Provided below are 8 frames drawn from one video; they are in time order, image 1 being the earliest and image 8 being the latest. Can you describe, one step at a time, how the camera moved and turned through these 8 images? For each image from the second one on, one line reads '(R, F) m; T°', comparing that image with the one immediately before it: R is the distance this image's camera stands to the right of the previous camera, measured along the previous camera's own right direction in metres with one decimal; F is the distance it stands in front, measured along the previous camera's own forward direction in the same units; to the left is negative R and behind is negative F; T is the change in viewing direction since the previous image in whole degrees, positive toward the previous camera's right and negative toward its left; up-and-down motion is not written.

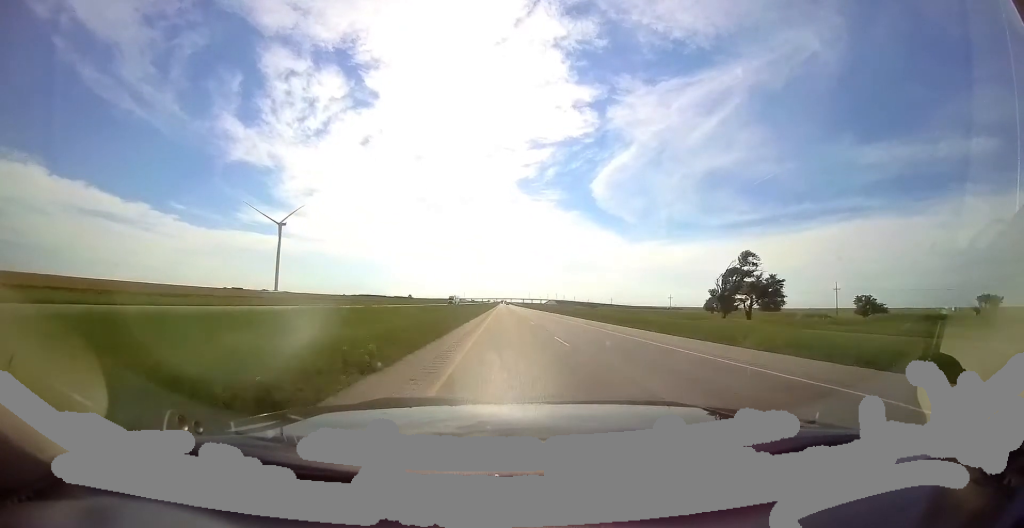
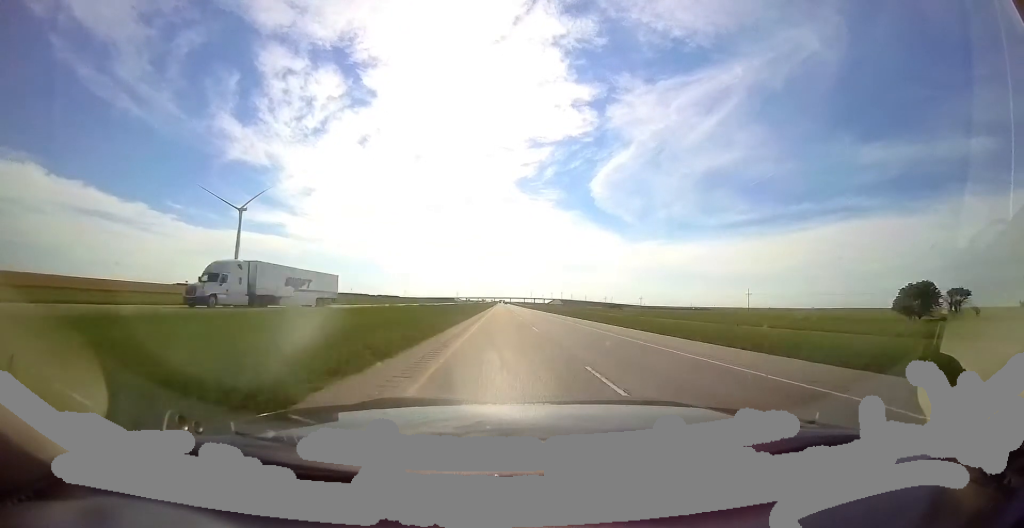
(+0.8, +68.0) m; +1°
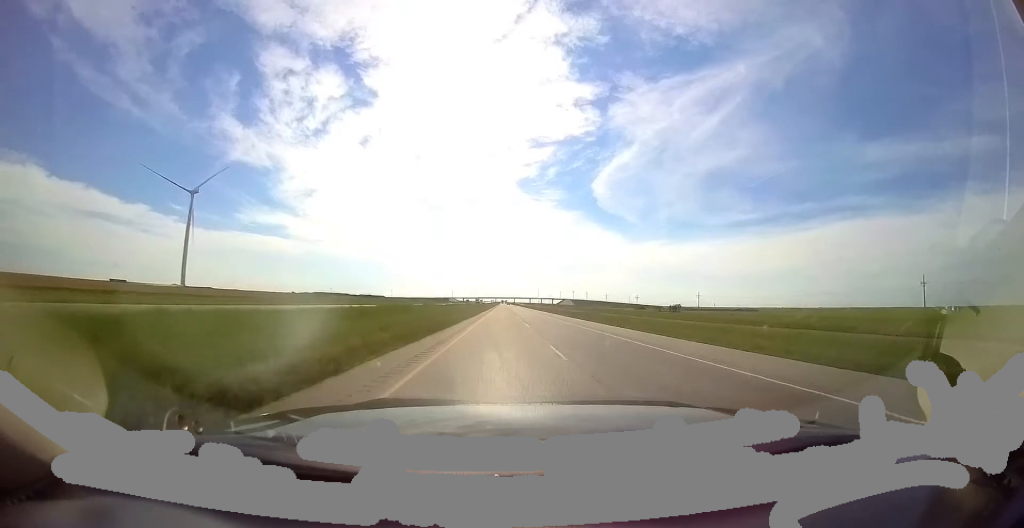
(+0.3, +70.3) m; 0°
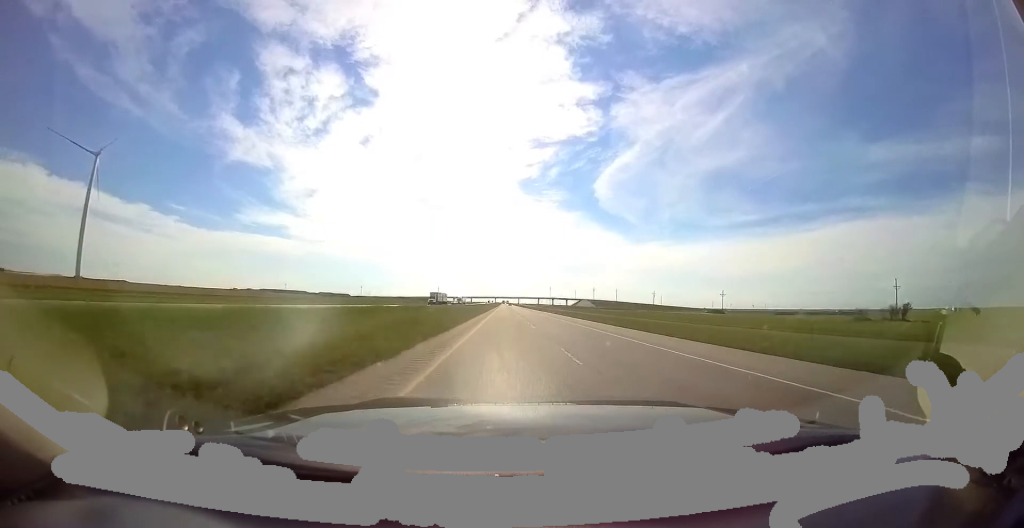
(-1.0, +98.7) m; -1°
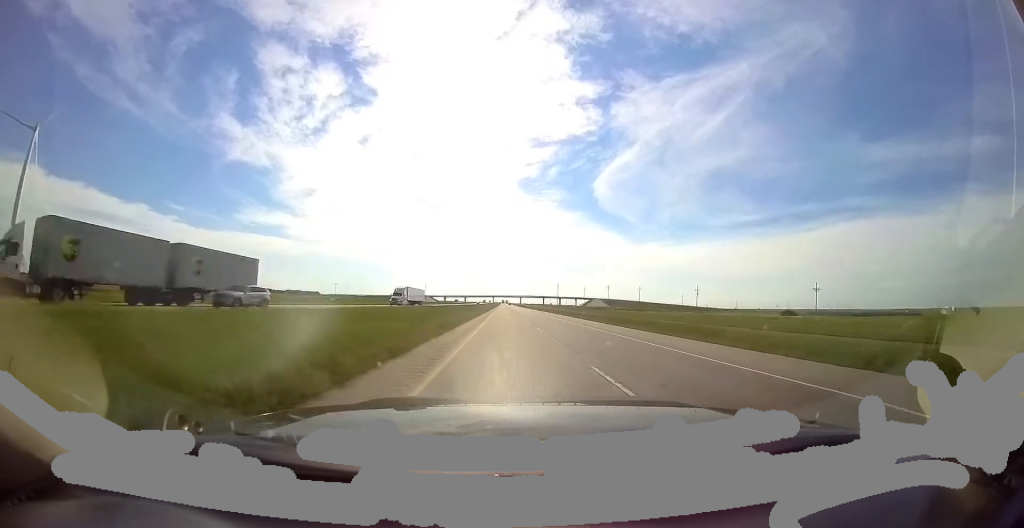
(+0.3, +52.0) m; 0°
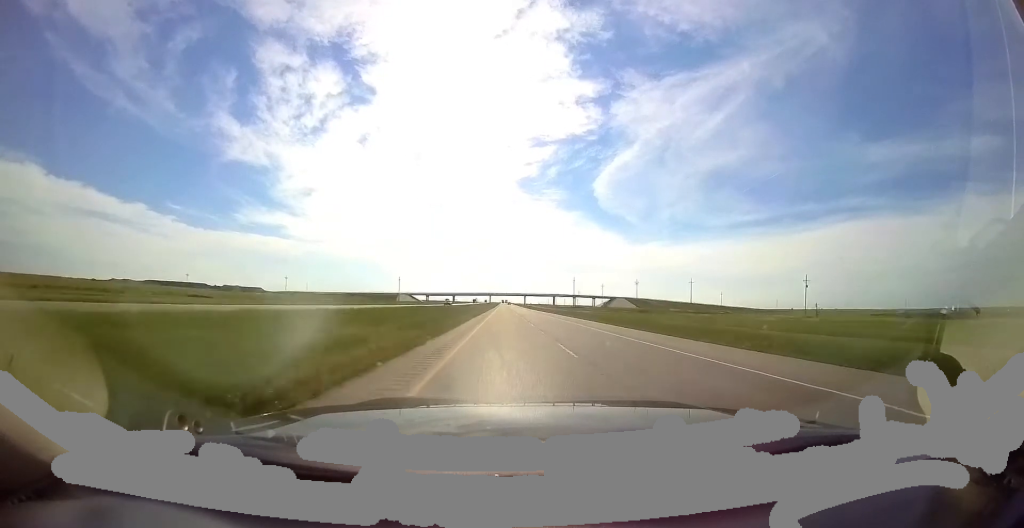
(-0.6, +68.7) m; 0°
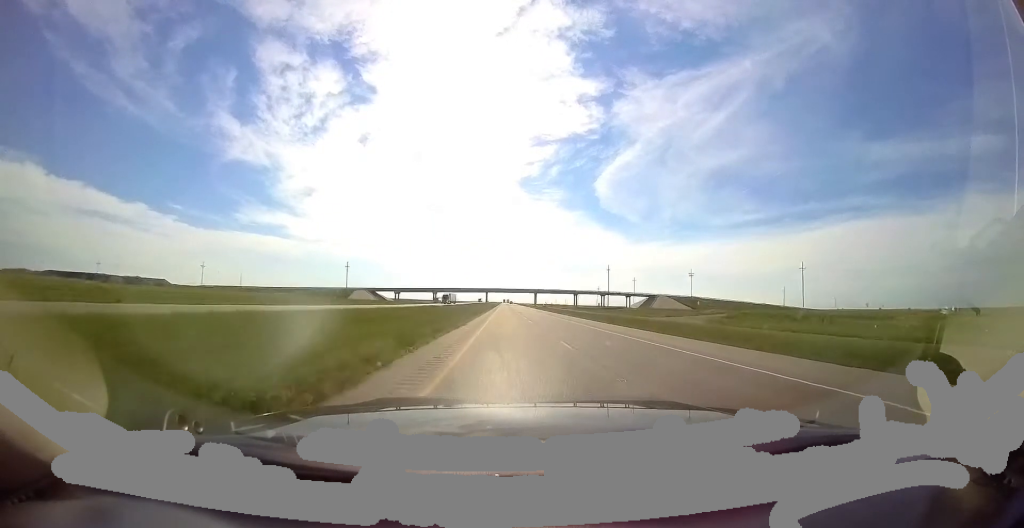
(0.0, +71.5) m; +1°
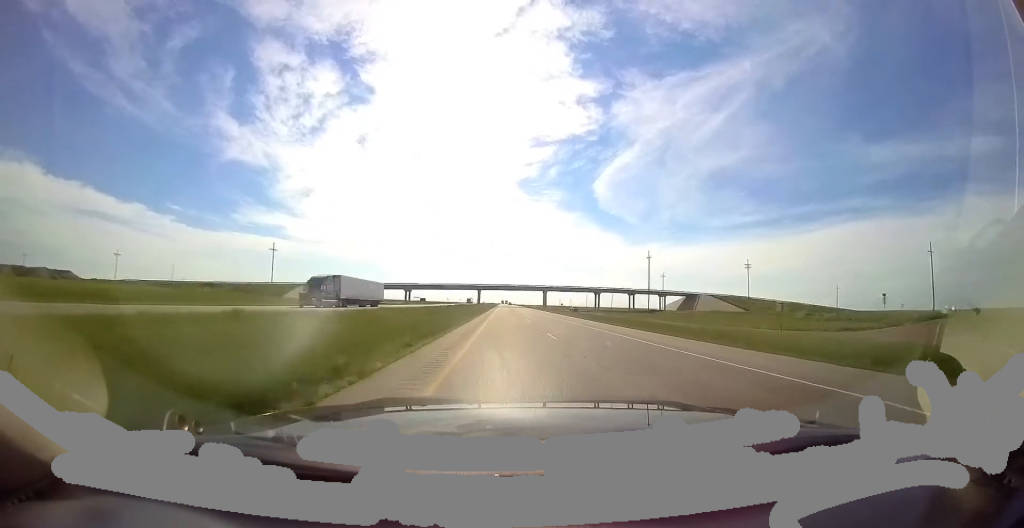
(+0.3, +45.6) m; 0°
